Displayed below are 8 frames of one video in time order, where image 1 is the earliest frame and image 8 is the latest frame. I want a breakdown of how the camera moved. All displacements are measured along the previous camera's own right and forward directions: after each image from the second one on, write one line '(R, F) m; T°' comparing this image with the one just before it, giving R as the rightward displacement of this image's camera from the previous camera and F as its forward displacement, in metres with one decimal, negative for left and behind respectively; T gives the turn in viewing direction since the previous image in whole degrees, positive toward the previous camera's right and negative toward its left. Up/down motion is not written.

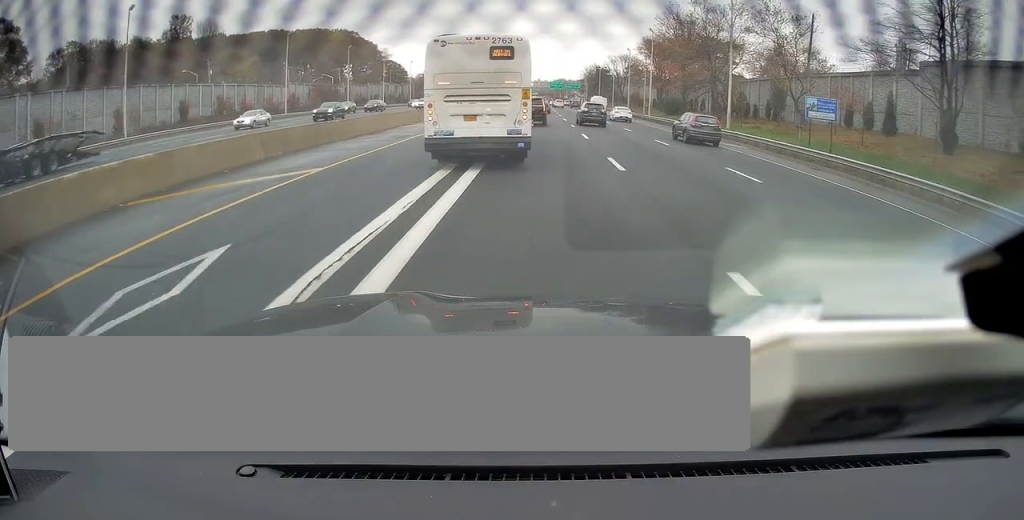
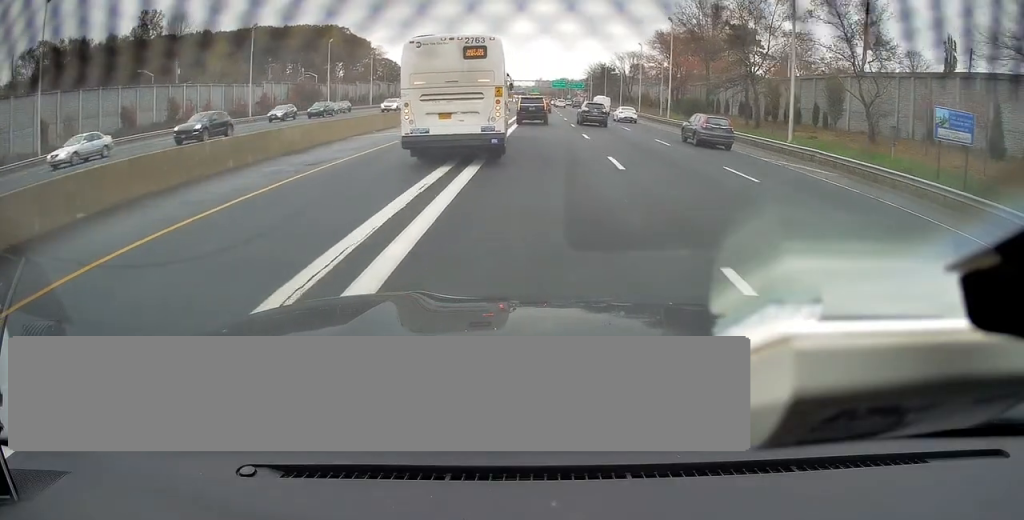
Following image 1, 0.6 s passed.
(0.0, +11.7) m; 0°
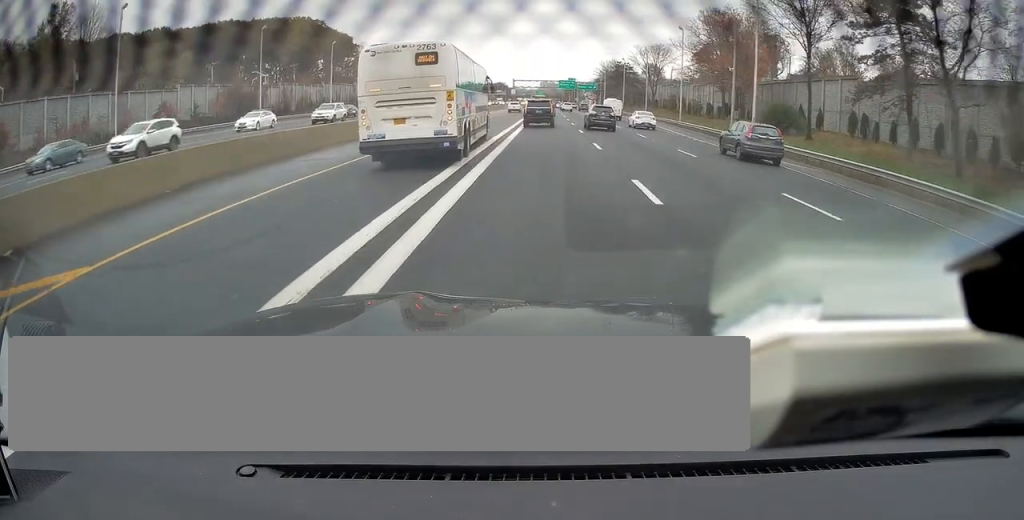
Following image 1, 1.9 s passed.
(-0.1, +28.3) m; -1°
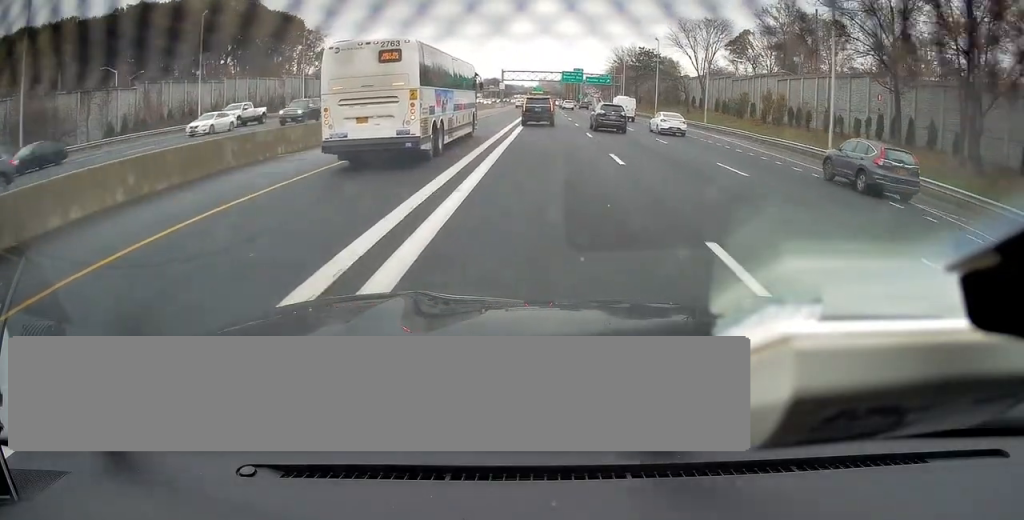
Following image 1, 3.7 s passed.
(-0.3, +42.7) m; 0°
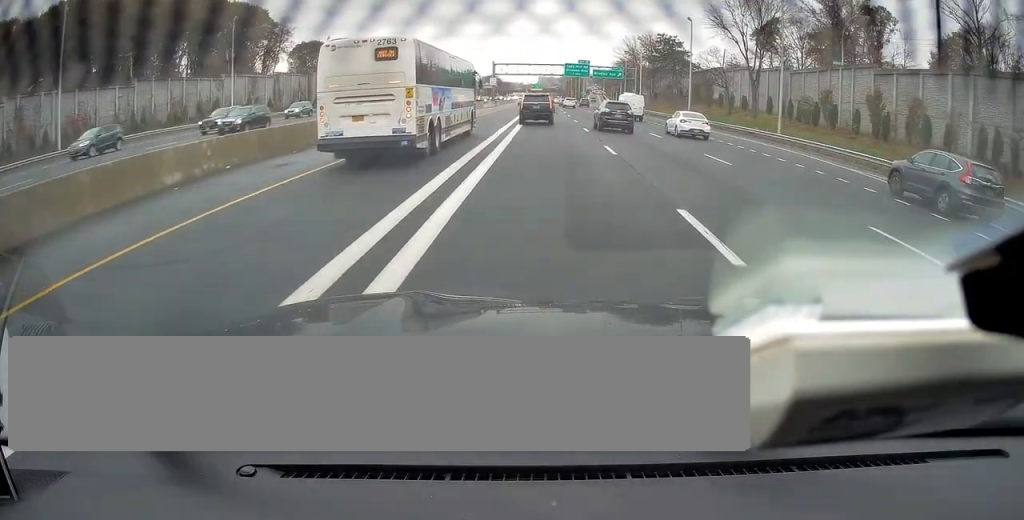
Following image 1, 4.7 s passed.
(+0.2, +22.4) m; 0°
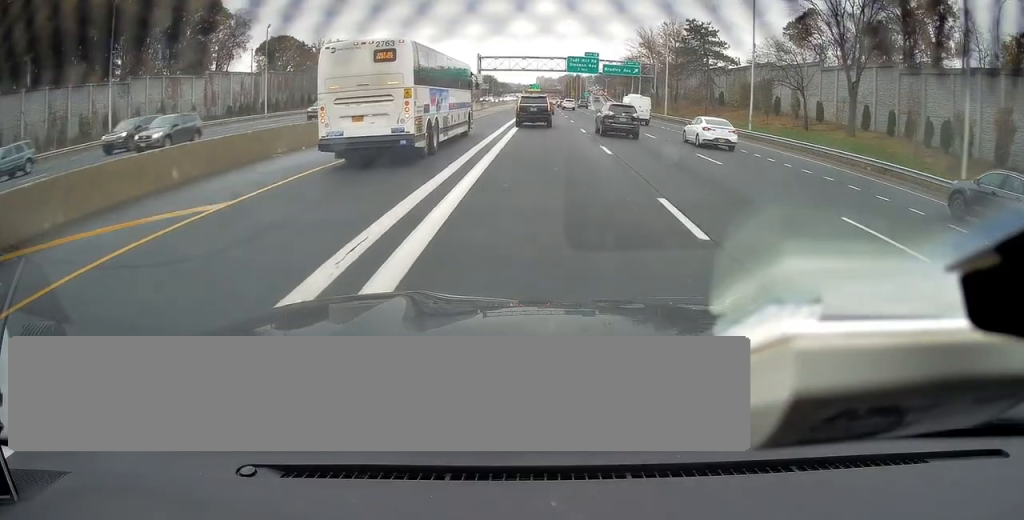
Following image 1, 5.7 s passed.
(-0.2, +23.0) m; 0°
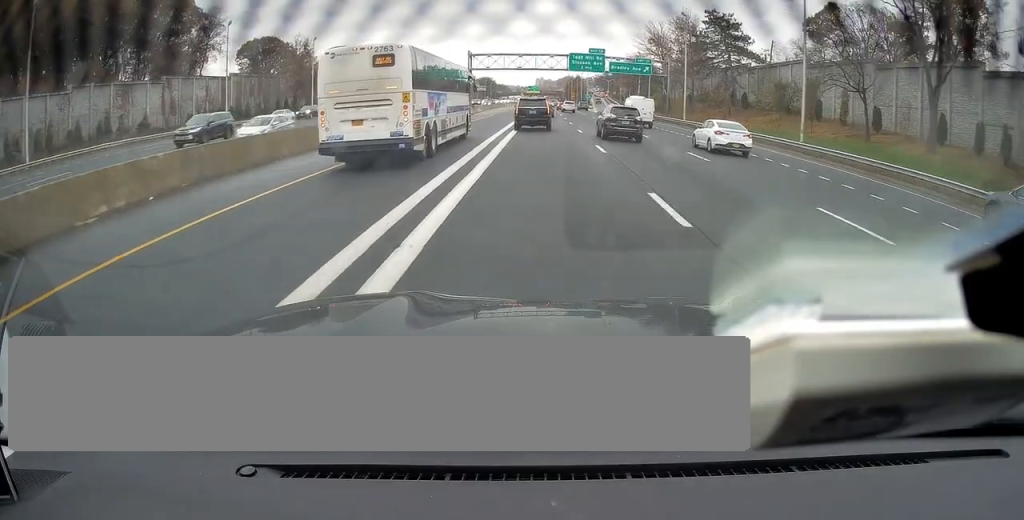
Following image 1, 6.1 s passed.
(+0.1, +10.7) m; 0°
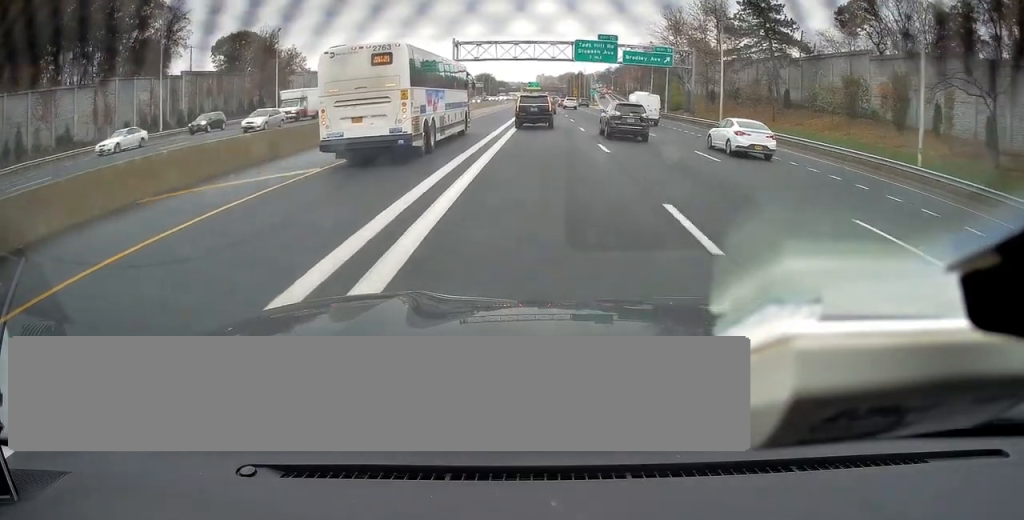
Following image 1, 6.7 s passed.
(+0.1, +13.8) m; 0°
